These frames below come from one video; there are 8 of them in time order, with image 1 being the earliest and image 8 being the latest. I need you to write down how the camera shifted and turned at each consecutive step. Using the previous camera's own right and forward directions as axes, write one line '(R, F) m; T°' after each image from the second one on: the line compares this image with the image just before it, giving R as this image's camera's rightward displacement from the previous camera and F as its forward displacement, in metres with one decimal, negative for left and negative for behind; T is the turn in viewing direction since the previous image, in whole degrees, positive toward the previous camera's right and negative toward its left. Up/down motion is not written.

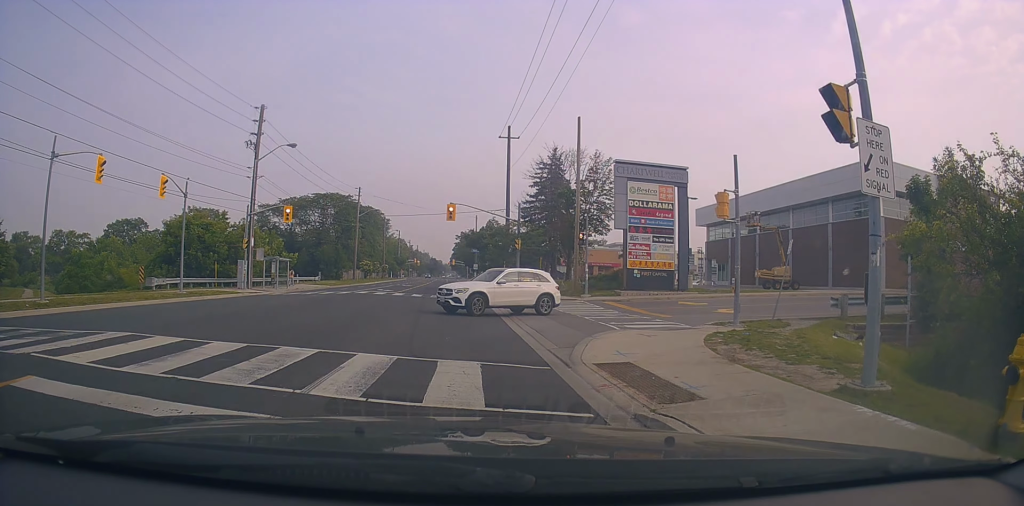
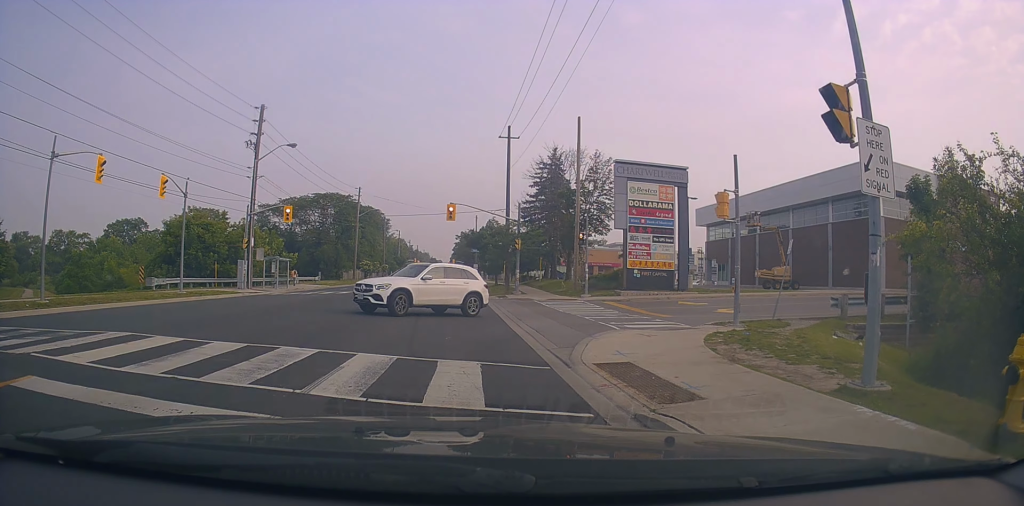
(0.0, 0.0) m; 0°
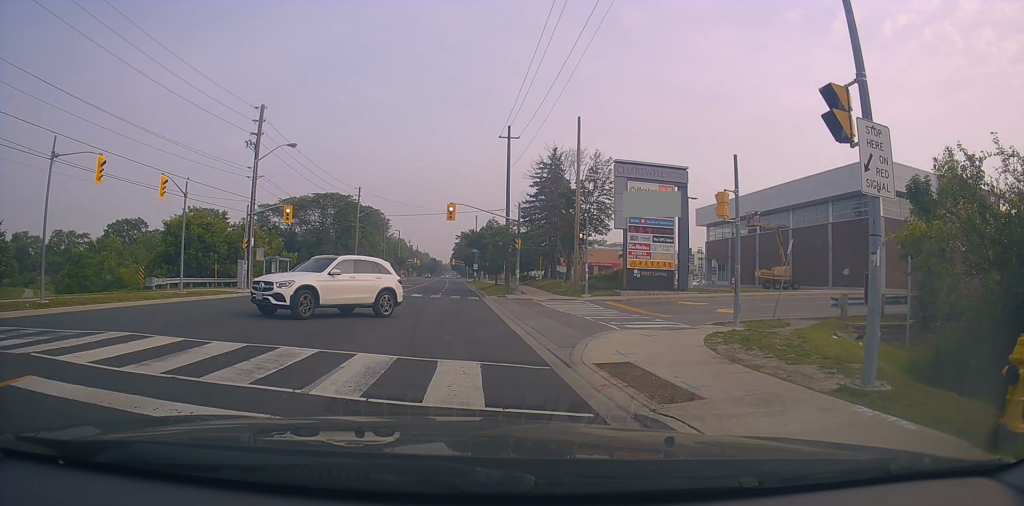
(0.0, 0.0) m; 0°
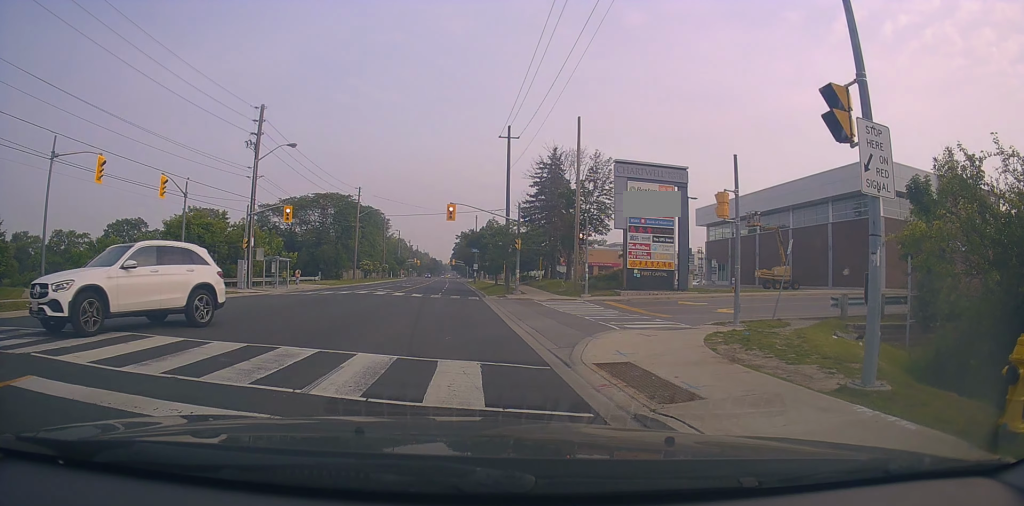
(0.0, 0.0) m; 0°
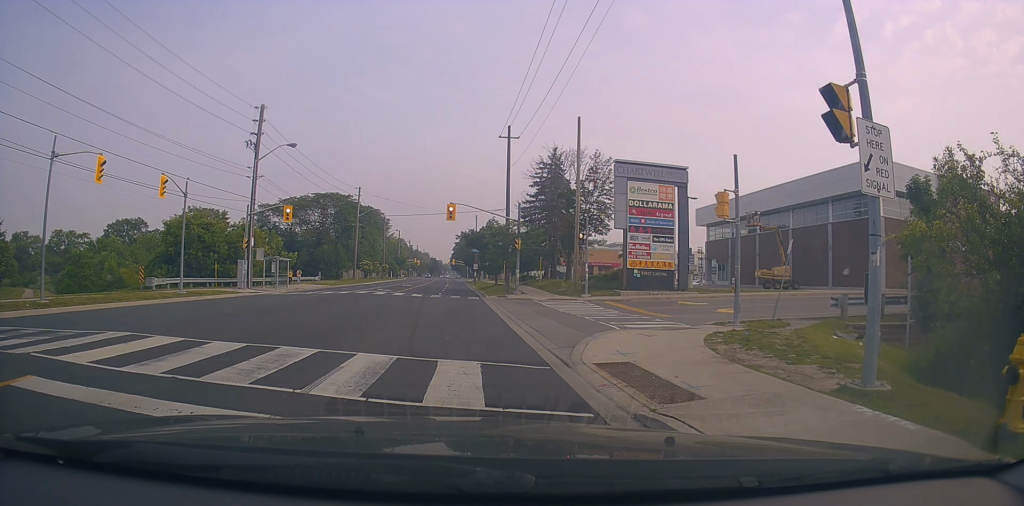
(0.0, 0.0) m; 0°
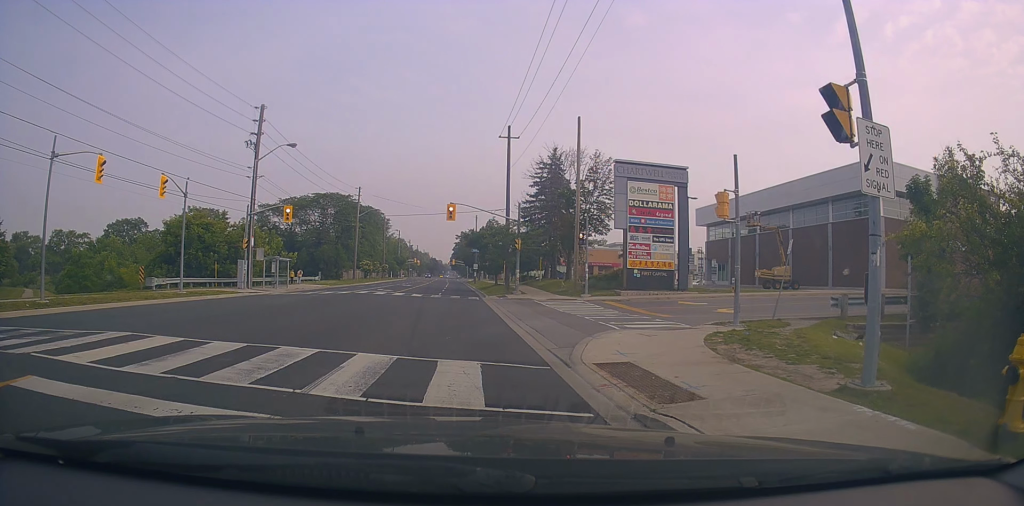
(0.0, 0.0) m; 0°
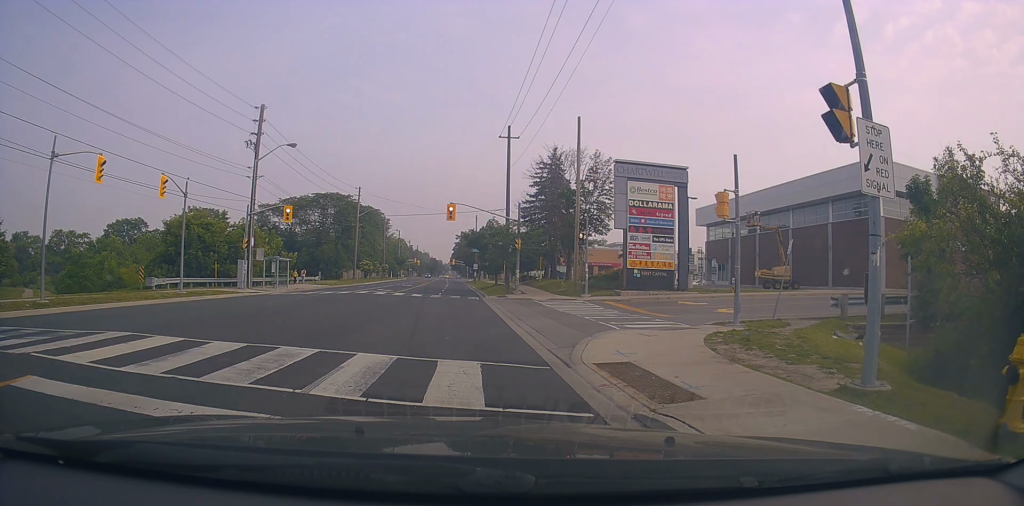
(0.0, 0.0) m; 0°
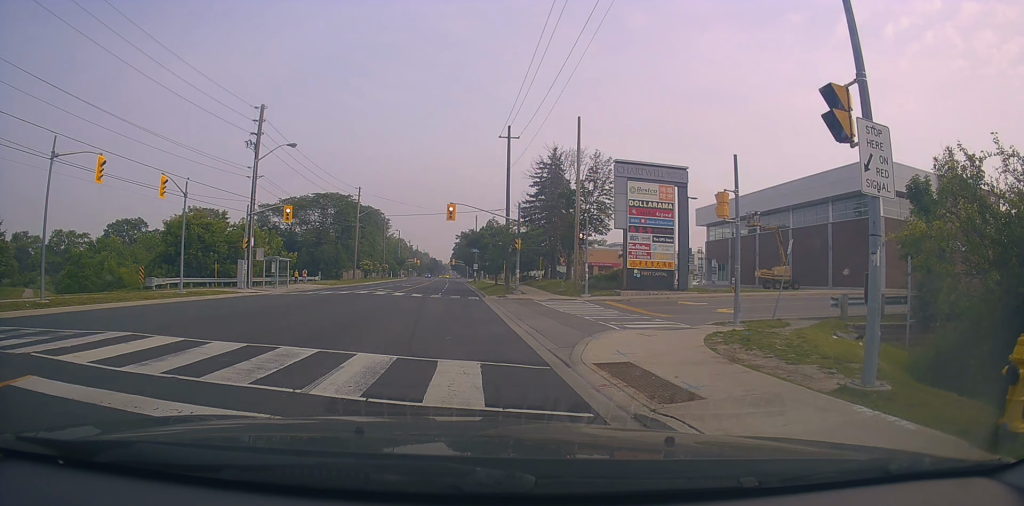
(0.0, 0.0) m; 0°
